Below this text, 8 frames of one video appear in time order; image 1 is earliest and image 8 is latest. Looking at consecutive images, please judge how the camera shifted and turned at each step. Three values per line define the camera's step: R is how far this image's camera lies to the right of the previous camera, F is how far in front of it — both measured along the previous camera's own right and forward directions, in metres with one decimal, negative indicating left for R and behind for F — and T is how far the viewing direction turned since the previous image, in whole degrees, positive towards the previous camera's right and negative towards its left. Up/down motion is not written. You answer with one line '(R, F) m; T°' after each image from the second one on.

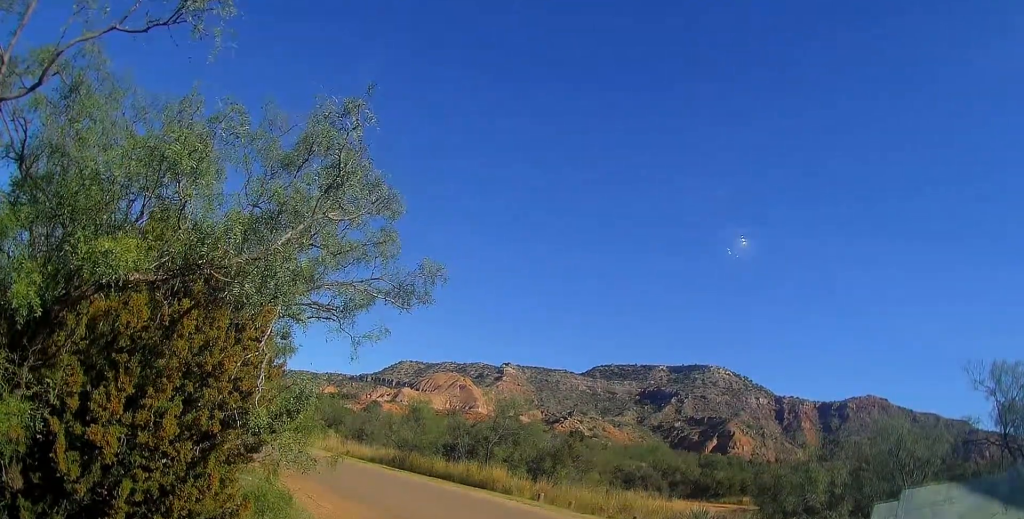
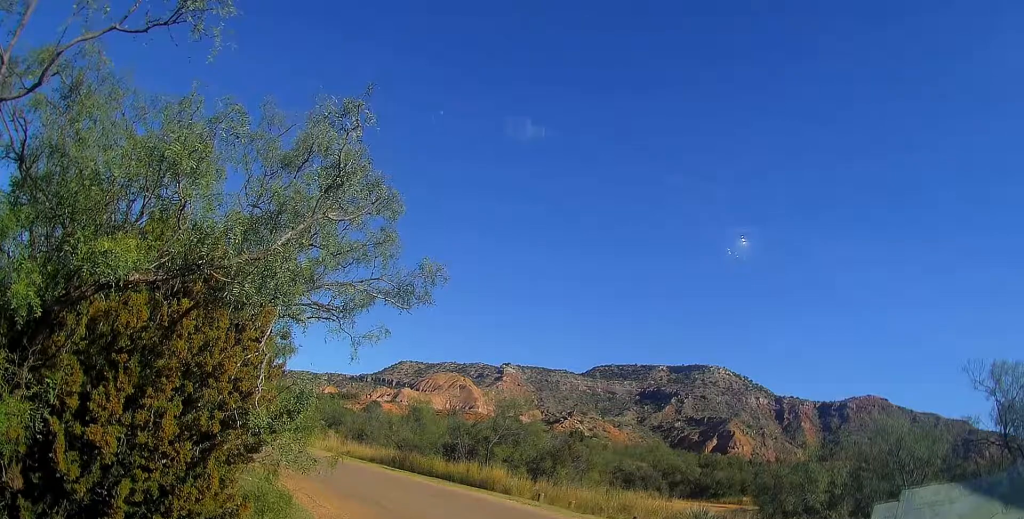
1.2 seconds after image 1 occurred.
(0.0, 0.0) m; 0°
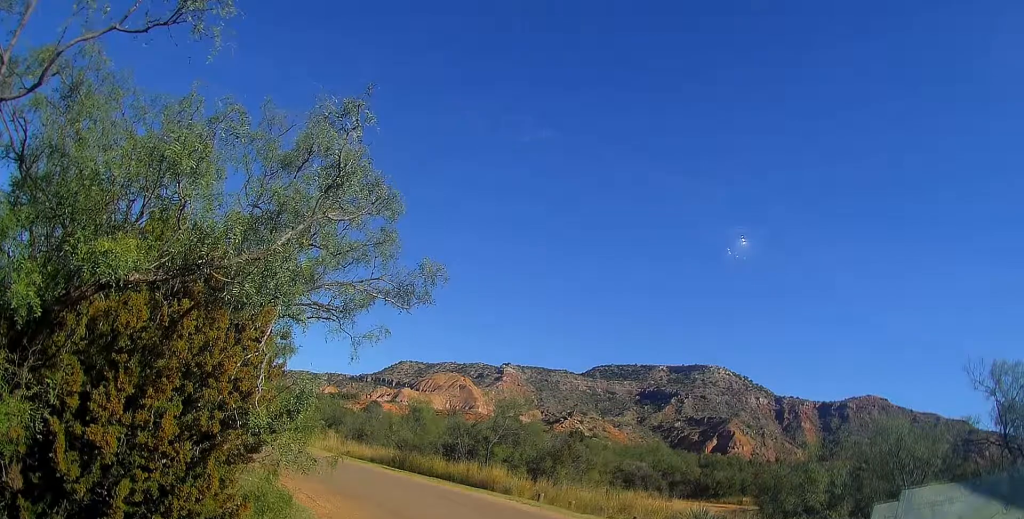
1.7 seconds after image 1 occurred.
(0.0, 0.0) m; 0°
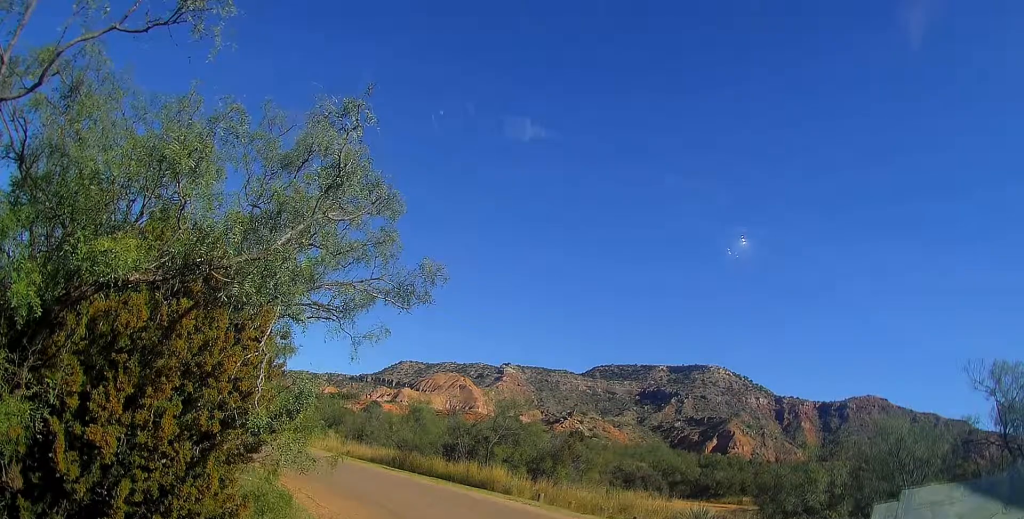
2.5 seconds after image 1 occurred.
(0.0, 0.0) m; 0°
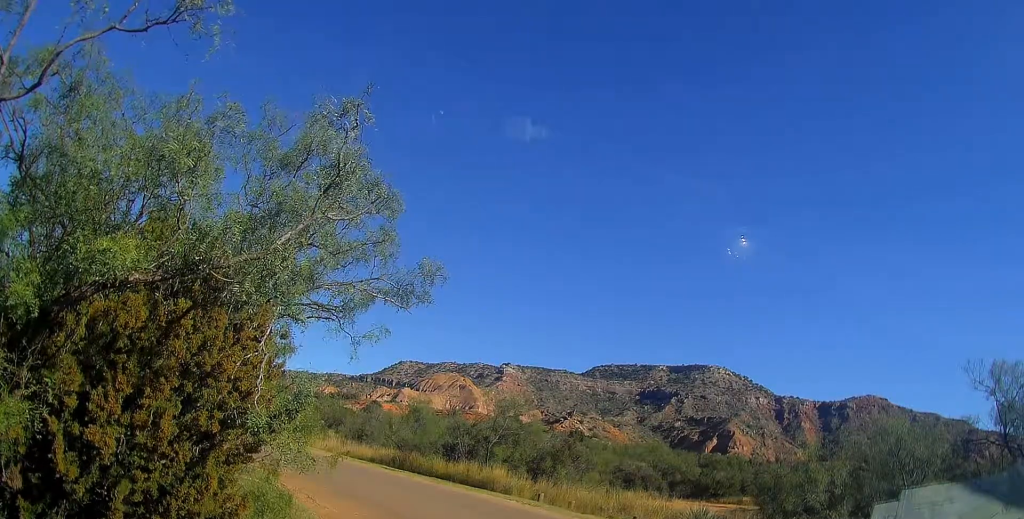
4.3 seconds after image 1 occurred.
(0.0, 0.0) m; 0°
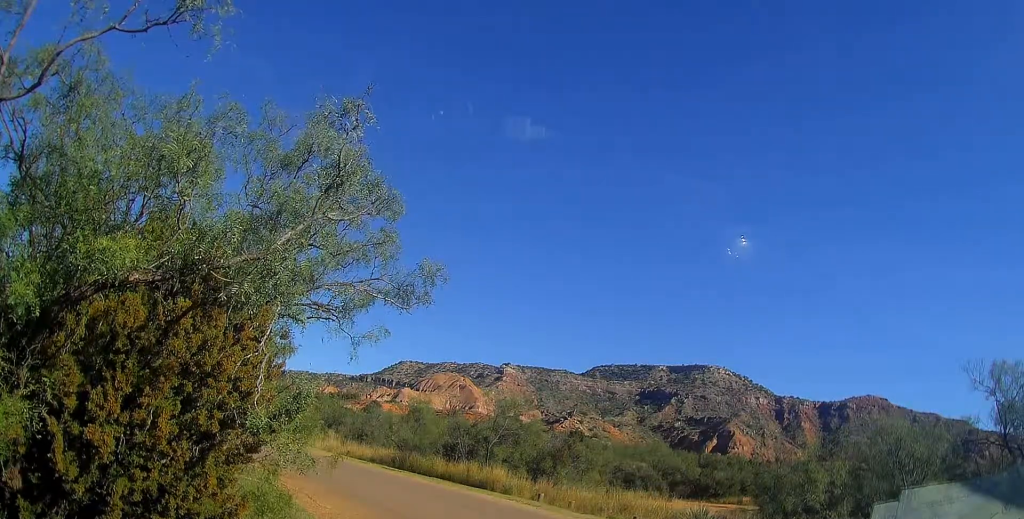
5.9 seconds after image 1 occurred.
(0.0, 0.0) m; 0°
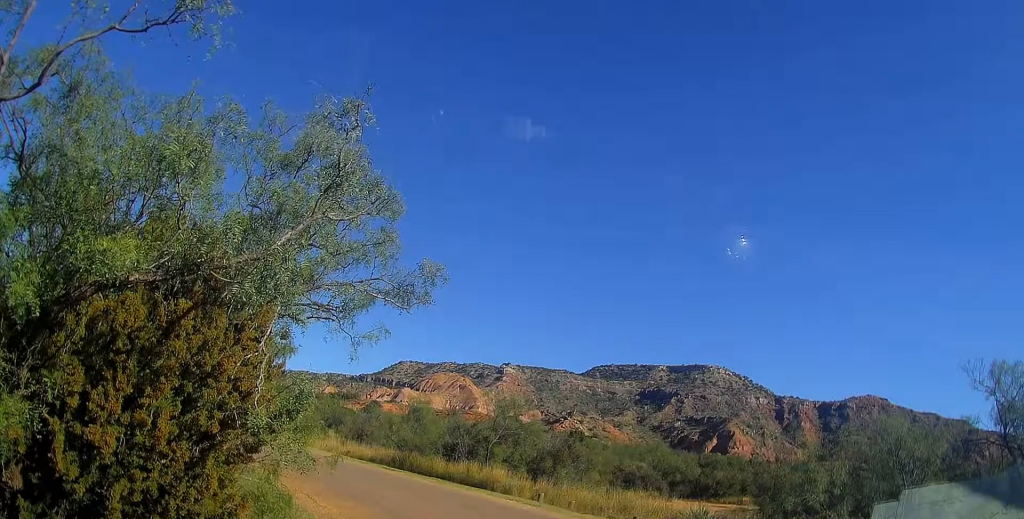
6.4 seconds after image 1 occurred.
(0.0, 0.0) m; 0°
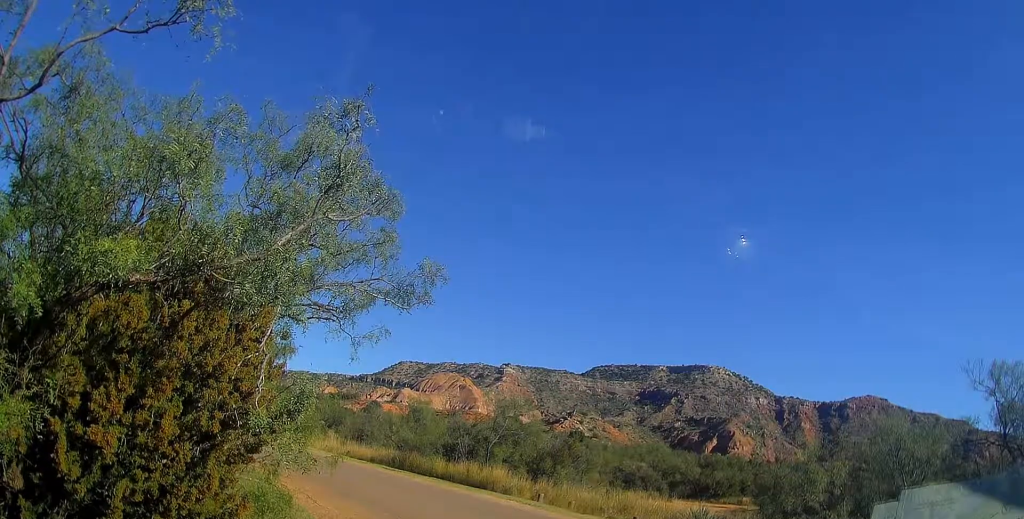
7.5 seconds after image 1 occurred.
(0.0, 0.0) m; 0°
